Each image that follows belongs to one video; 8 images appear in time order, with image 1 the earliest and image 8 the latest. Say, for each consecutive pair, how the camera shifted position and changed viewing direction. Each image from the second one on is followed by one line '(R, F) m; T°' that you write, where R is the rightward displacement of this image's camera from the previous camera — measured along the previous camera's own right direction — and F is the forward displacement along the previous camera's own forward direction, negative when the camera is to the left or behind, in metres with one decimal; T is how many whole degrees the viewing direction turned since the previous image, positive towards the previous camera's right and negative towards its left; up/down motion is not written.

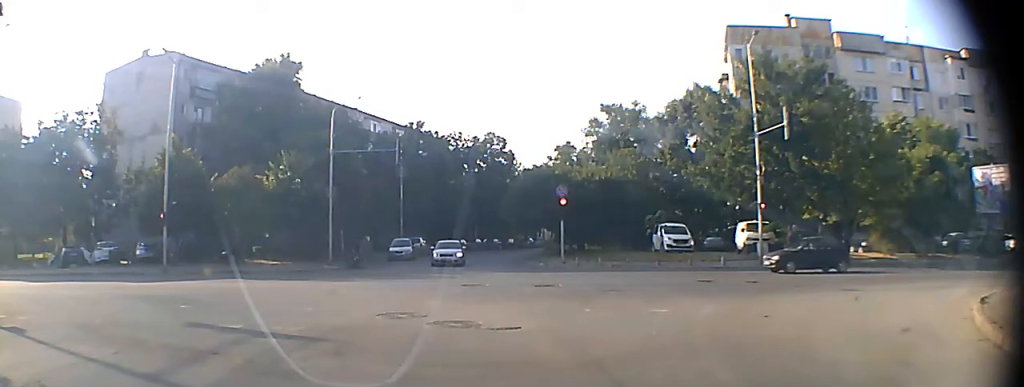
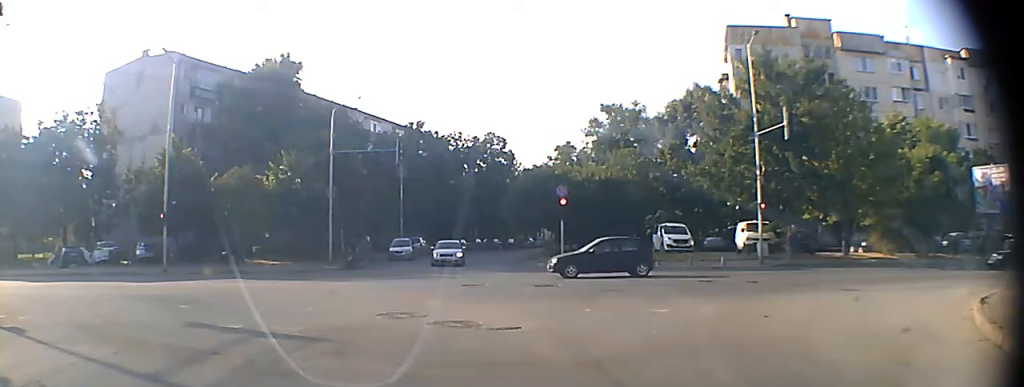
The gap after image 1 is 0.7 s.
(0.0, 0.0) m; 0°
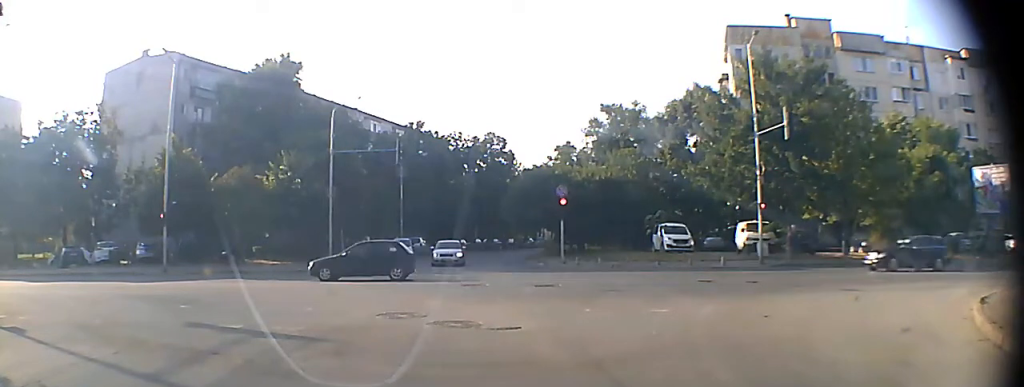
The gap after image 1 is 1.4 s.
(0.0, 0.0) m; 0°
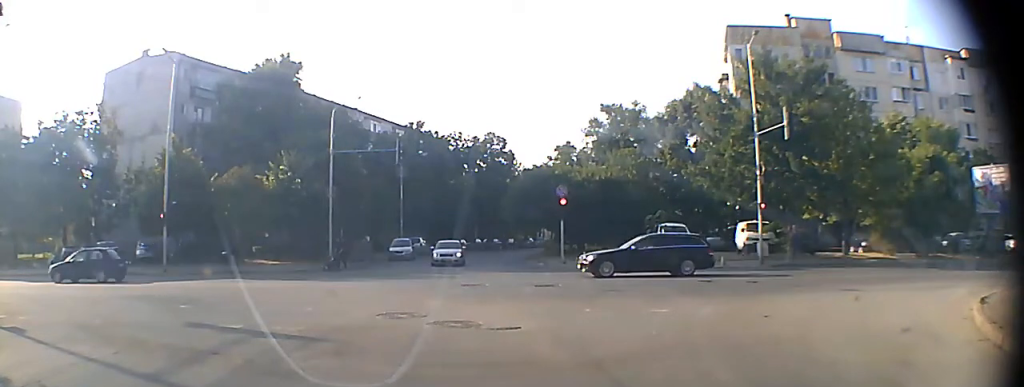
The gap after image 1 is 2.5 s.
(0.0, 0.0) m; 0°
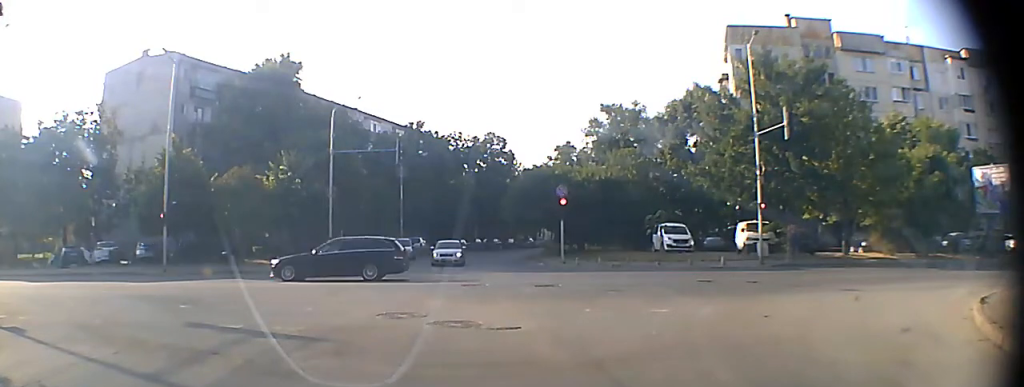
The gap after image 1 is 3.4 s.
(0.0, 0.0) m; 0°
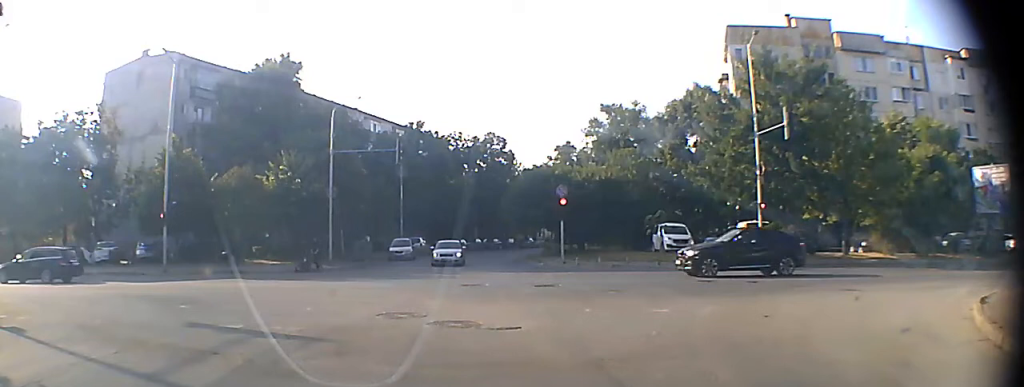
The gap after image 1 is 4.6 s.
(0.0, 0.0) m; 0°
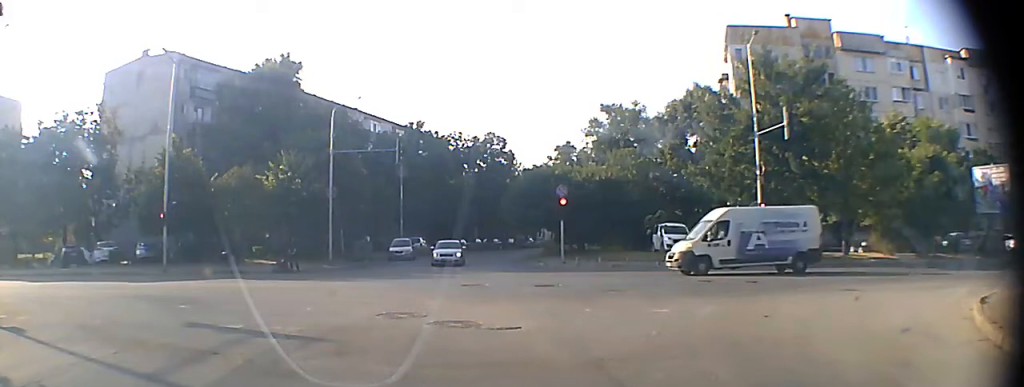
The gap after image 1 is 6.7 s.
(0.0, 0.0) m; 0°
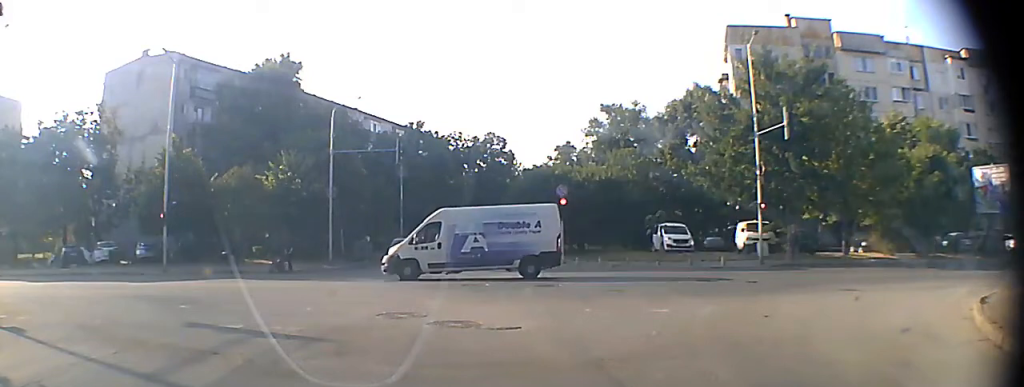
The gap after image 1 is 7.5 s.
(0.0, 0.0) m; 0°
